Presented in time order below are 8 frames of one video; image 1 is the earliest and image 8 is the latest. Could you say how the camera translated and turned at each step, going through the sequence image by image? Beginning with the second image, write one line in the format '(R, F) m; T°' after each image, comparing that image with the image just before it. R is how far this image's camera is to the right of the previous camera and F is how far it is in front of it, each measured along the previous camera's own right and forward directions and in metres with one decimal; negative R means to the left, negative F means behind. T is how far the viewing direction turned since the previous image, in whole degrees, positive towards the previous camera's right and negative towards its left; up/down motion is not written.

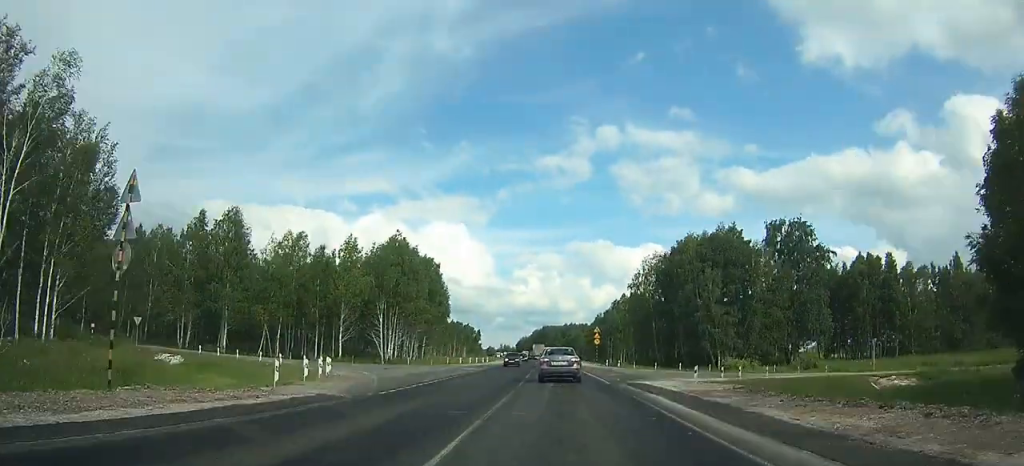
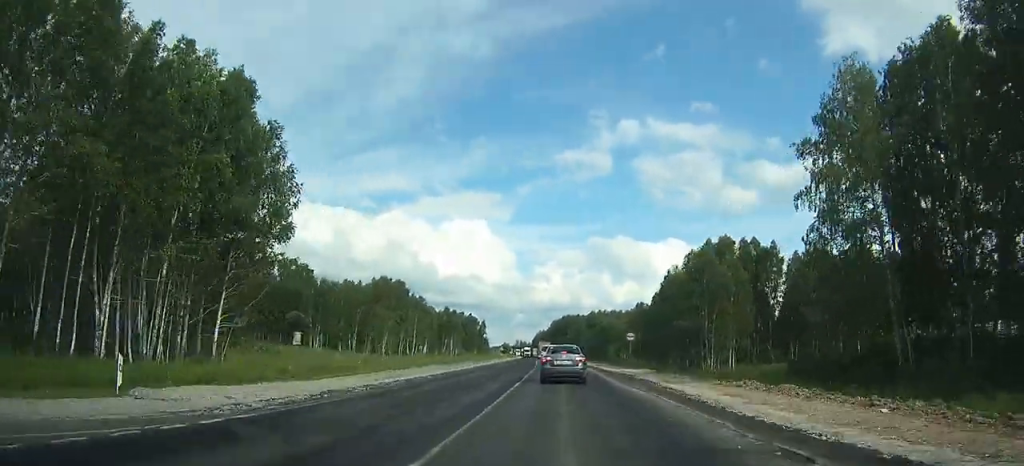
(-1.8, +70.8) m; -2°
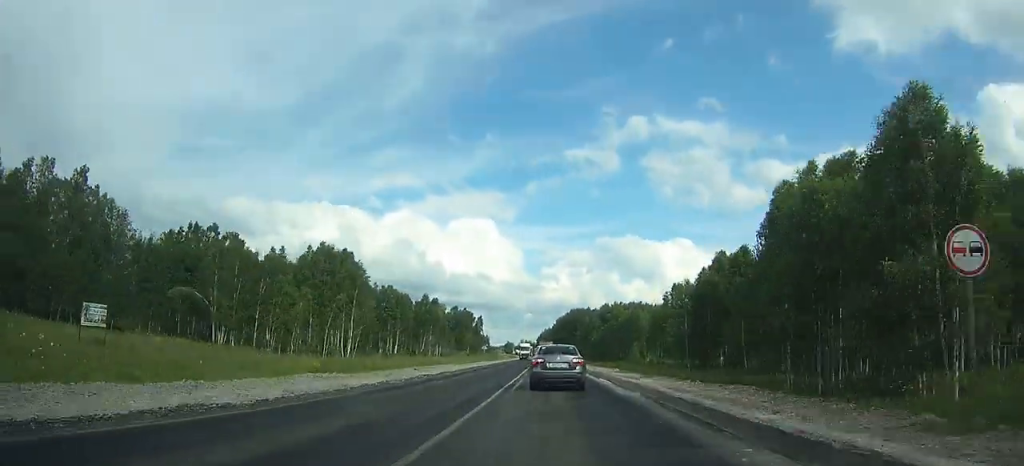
(+0.5, +34.1) m; 0°
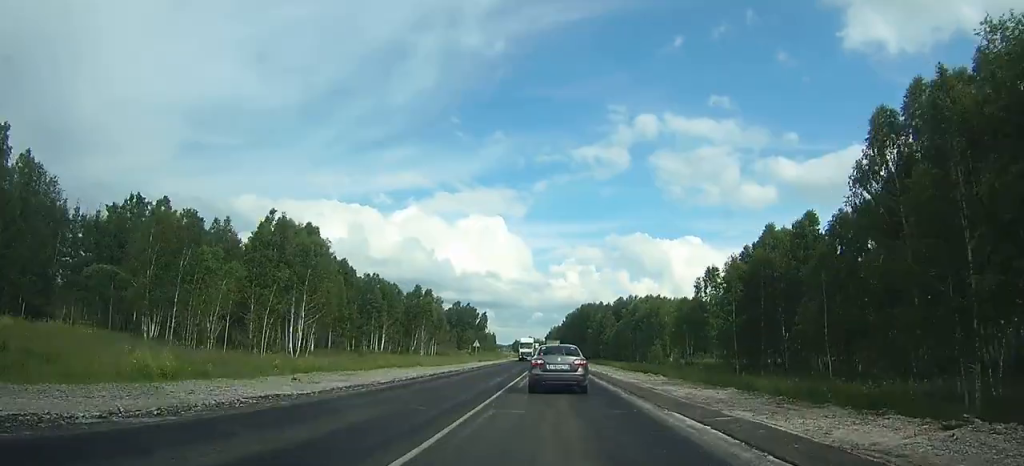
(0.0, +18.1) m; 0°
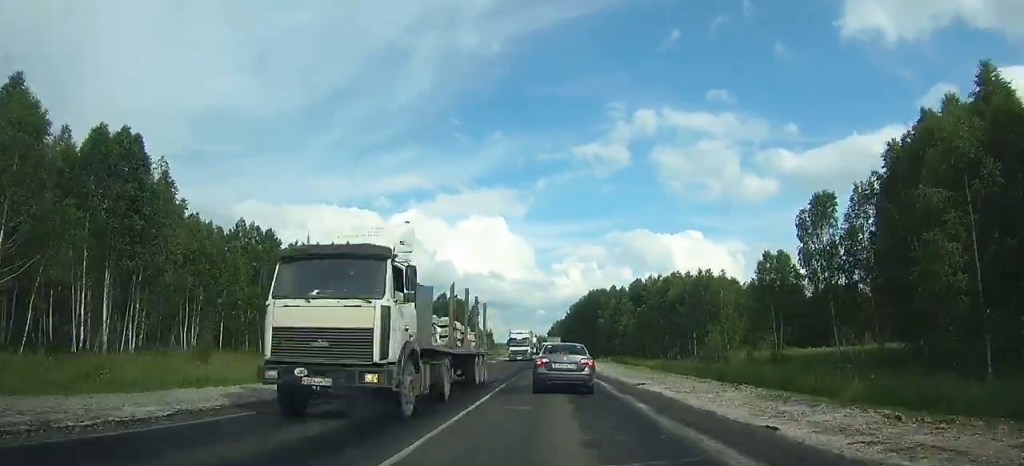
(-0.3, +36.5) m; -2°
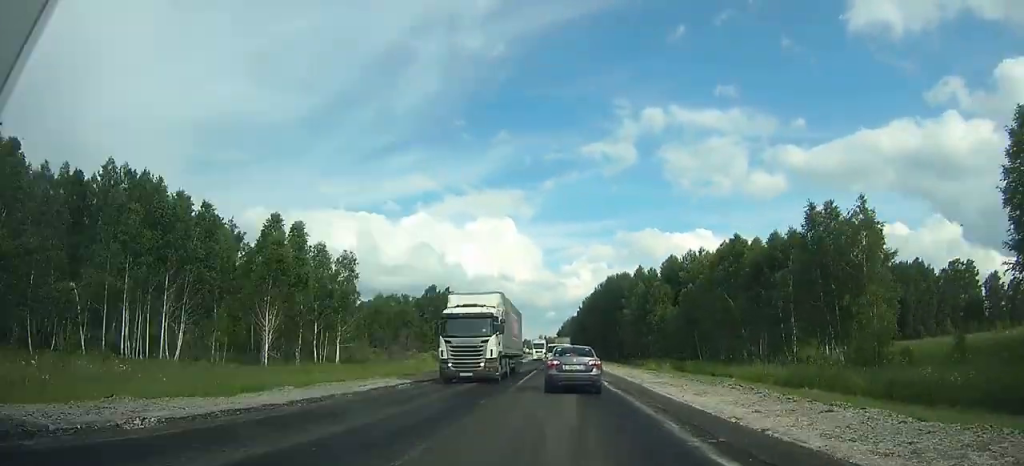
(-0.8, +33.4) m; -2°
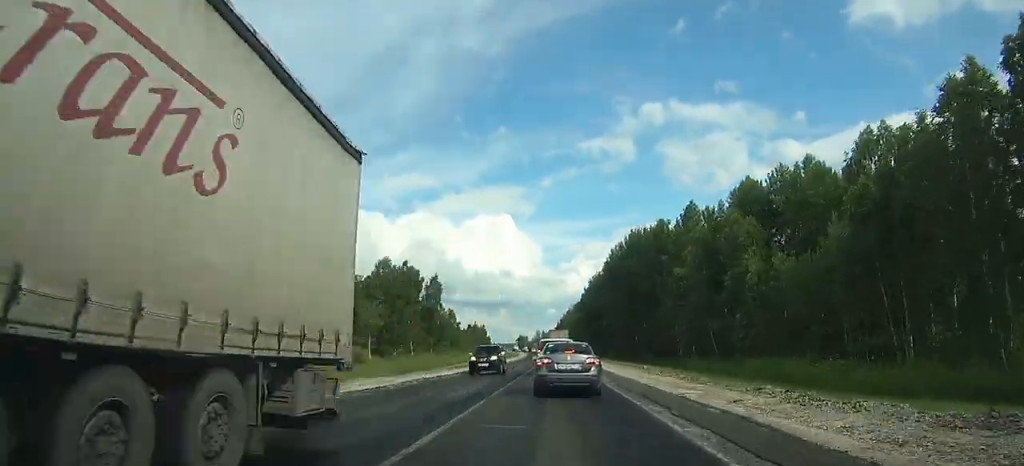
(0.0, +40.3) m; +1°
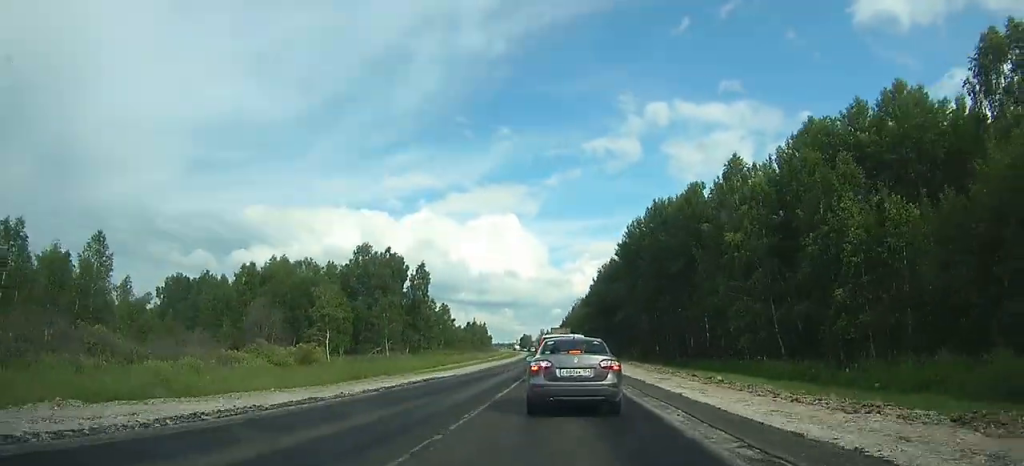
(+0.2, +16.4) m; 0°
